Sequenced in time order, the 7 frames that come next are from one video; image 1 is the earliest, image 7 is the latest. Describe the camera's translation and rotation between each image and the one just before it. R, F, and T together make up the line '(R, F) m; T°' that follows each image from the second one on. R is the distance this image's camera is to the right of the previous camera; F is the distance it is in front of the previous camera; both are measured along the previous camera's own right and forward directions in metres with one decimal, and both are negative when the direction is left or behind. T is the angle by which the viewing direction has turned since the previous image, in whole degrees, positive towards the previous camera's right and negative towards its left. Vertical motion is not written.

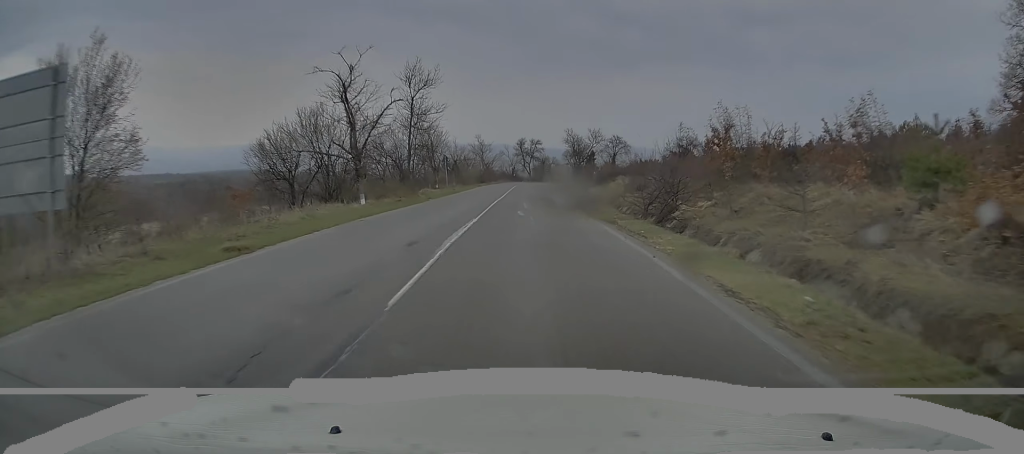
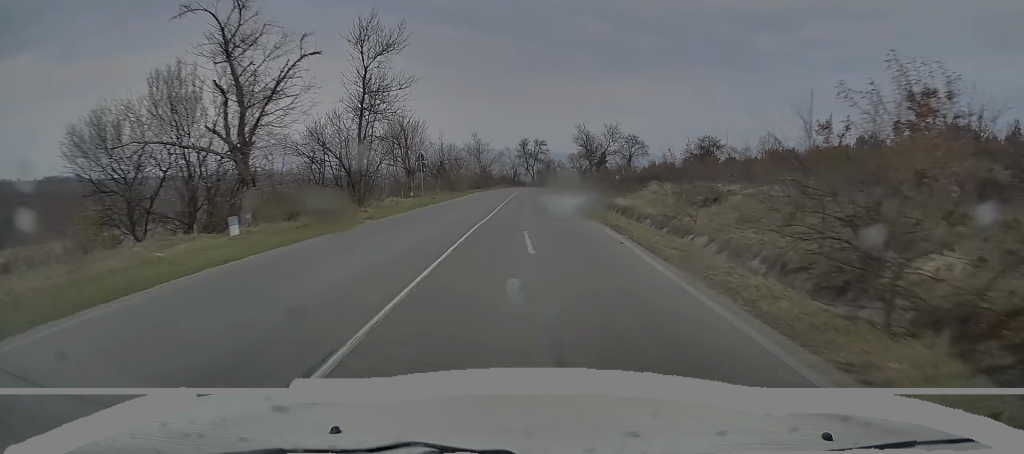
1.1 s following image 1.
(+0.3, +12.9) m; 0°
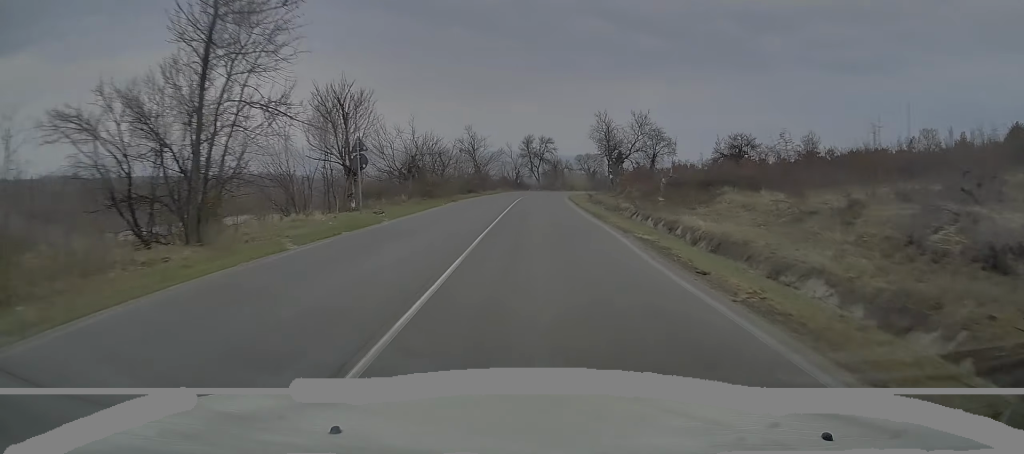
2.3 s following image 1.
(-0.2, +14.4) m; -1°
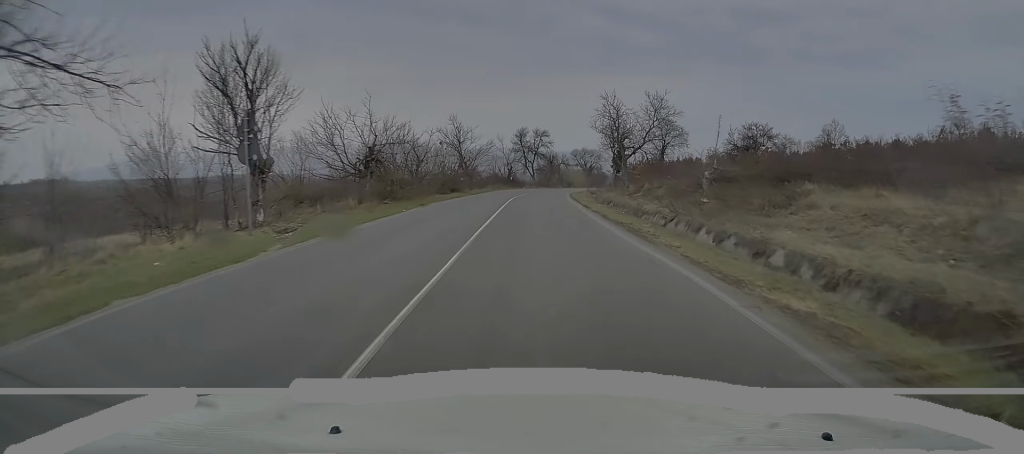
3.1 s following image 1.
(0.0, +9.1) m; +1°
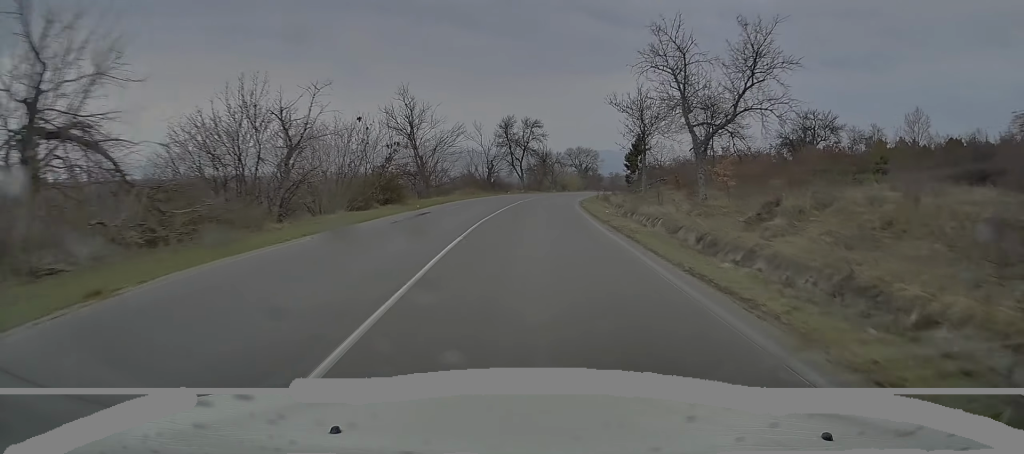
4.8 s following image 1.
(+0.3, +20.8) m; +1°
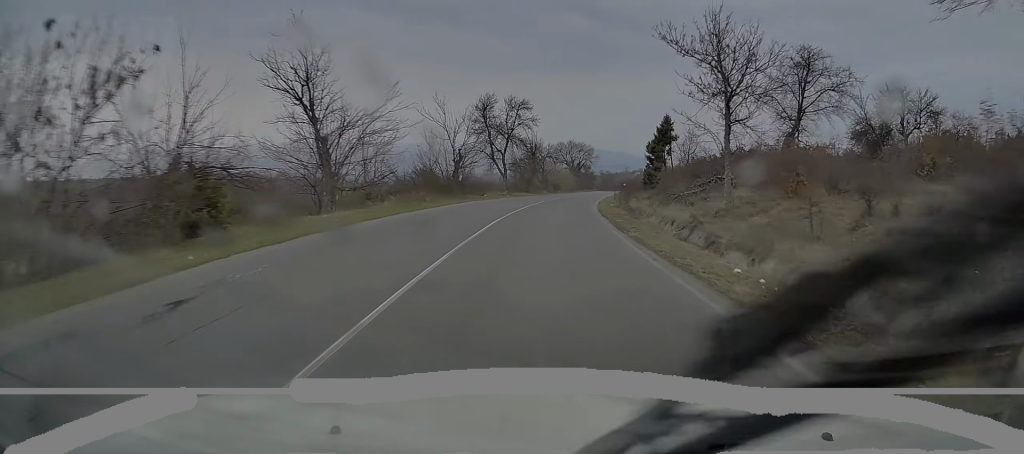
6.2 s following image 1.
(+0.1, +18.2) m; +2°
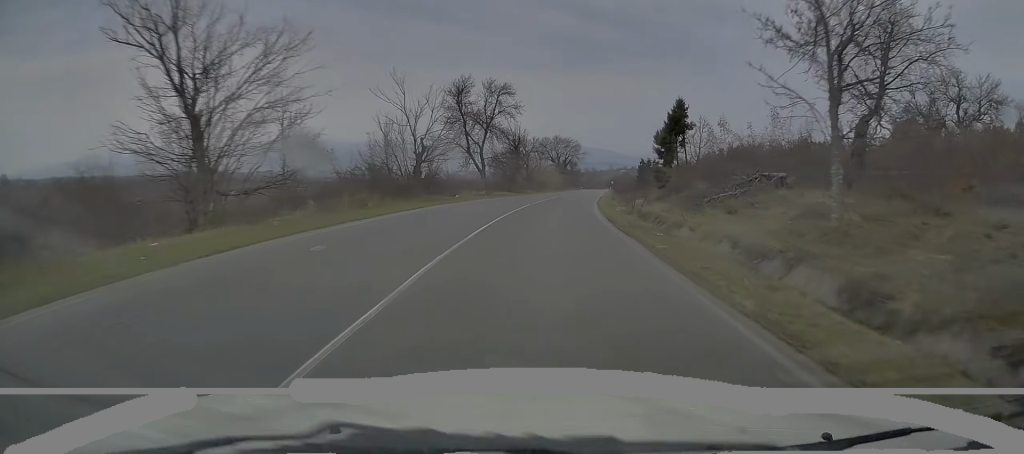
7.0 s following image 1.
(+0.1, +9.2) m; +1°
